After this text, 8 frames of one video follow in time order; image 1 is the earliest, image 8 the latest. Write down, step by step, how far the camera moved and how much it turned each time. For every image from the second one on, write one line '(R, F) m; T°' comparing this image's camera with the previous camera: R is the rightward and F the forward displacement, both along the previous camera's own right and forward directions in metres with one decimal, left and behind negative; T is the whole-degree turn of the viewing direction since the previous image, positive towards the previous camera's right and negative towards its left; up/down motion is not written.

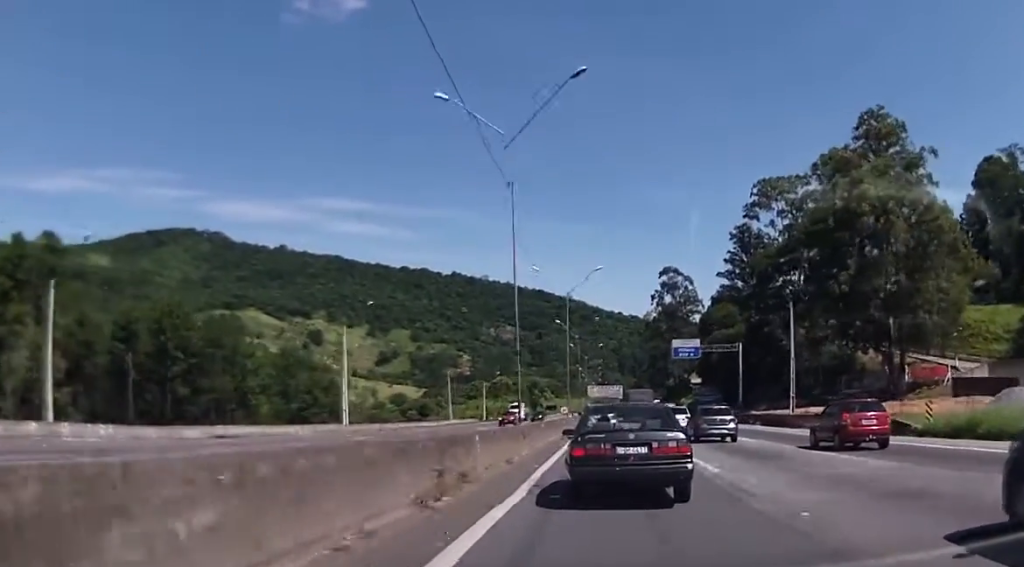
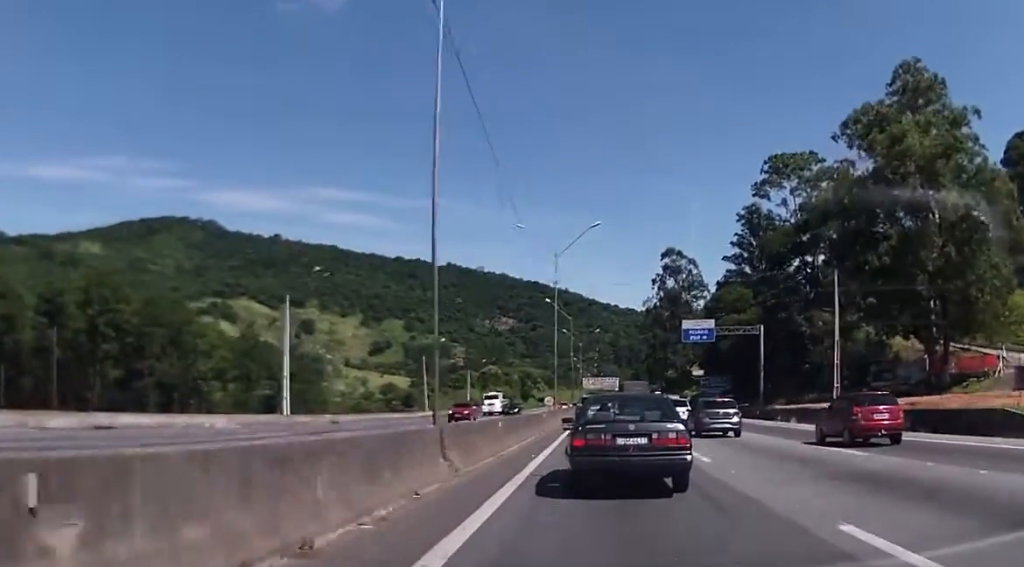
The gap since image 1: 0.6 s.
(+0.3, +12.4) m; +1°
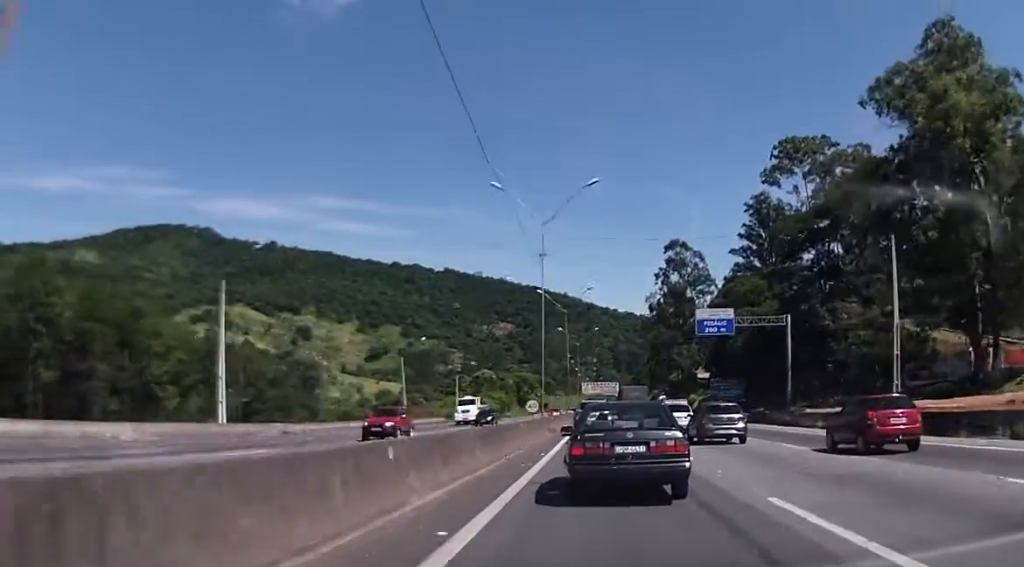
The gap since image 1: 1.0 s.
(+0.1, +10.3) m; +1°
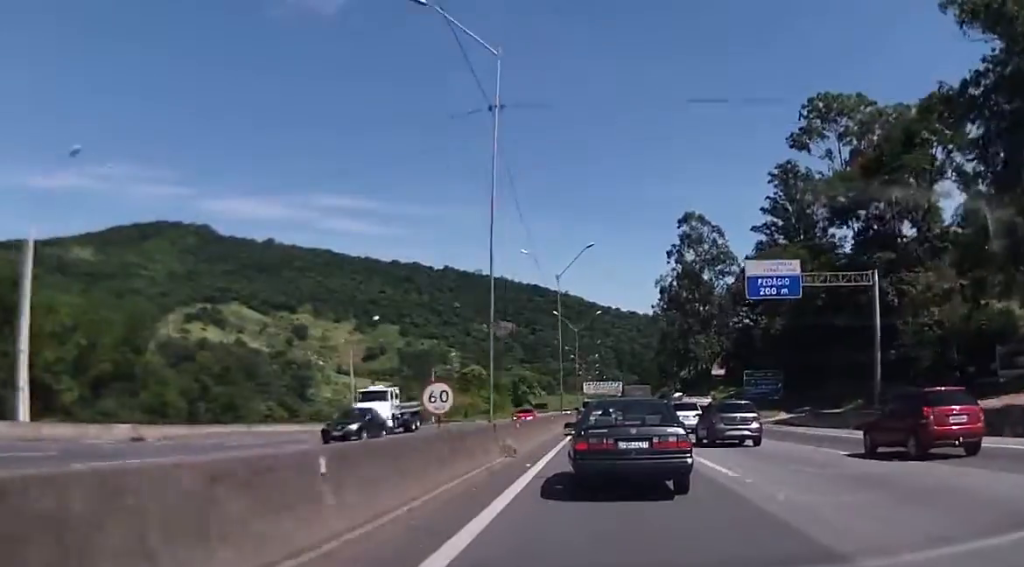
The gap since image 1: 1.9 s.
(0.0, +19.0) m; 0°
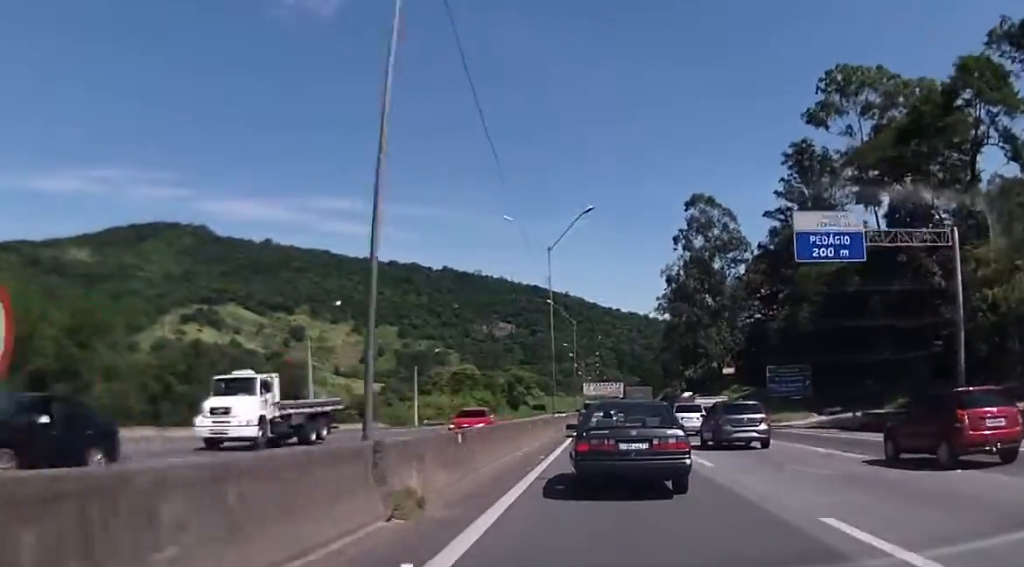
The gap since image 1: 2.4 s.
(0.0, +10.1) m; 0°
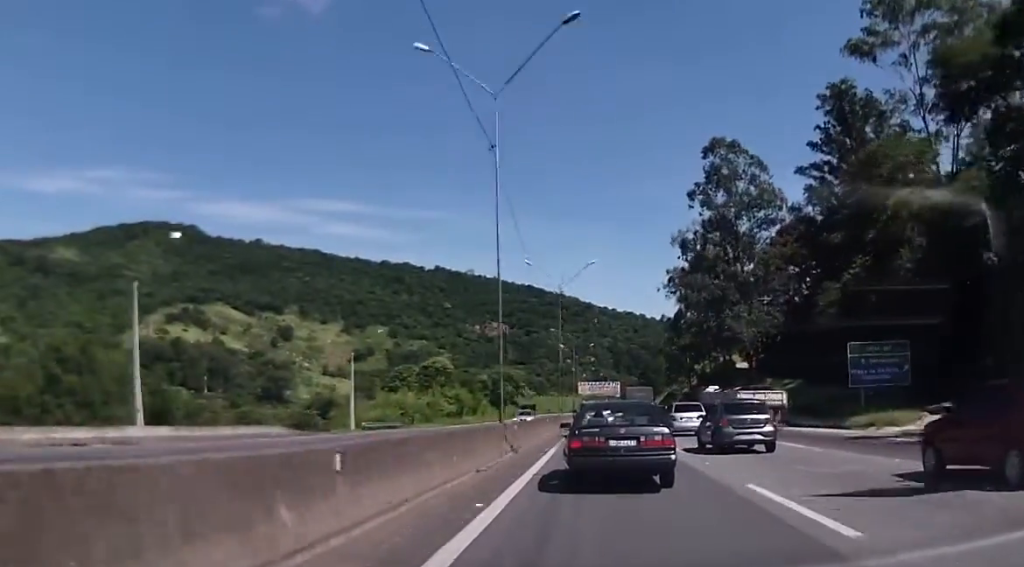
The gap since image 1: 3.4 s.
(0.0, +22.9) m; 0°
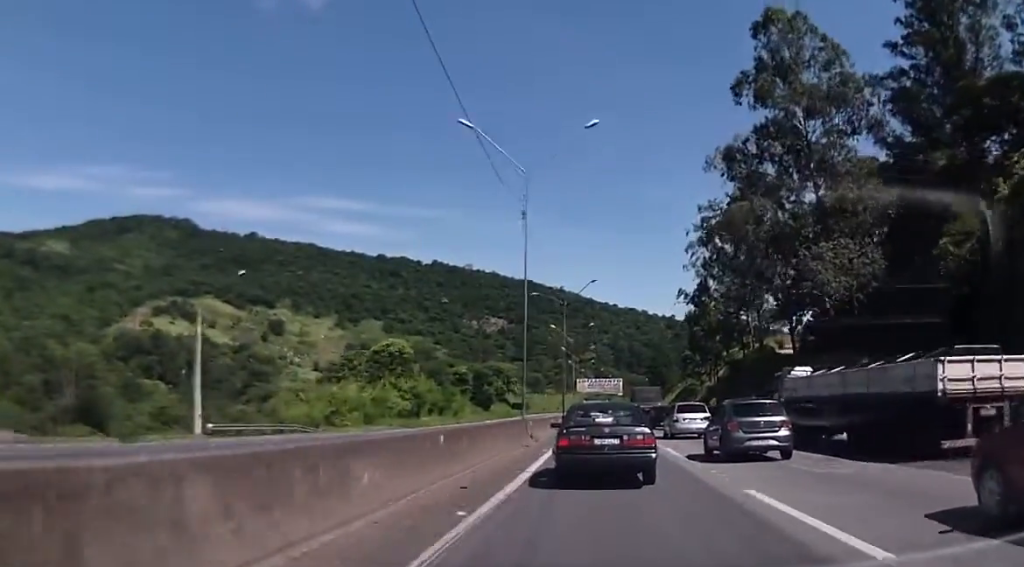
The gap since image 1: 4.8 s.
(0.0, +28.2) m; 0°
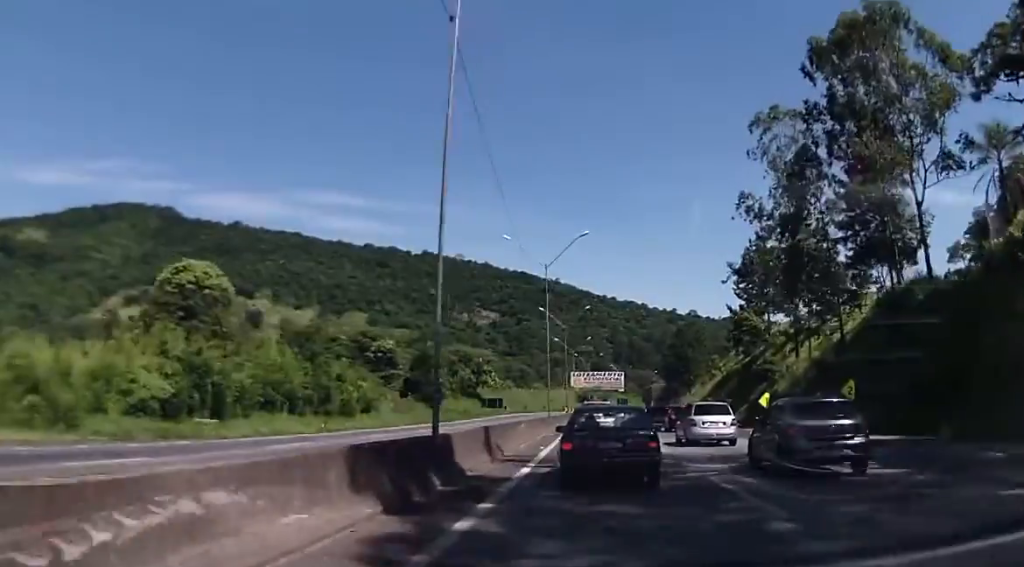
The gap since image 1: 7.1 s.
(-0.4, +50.4) m; -1°
